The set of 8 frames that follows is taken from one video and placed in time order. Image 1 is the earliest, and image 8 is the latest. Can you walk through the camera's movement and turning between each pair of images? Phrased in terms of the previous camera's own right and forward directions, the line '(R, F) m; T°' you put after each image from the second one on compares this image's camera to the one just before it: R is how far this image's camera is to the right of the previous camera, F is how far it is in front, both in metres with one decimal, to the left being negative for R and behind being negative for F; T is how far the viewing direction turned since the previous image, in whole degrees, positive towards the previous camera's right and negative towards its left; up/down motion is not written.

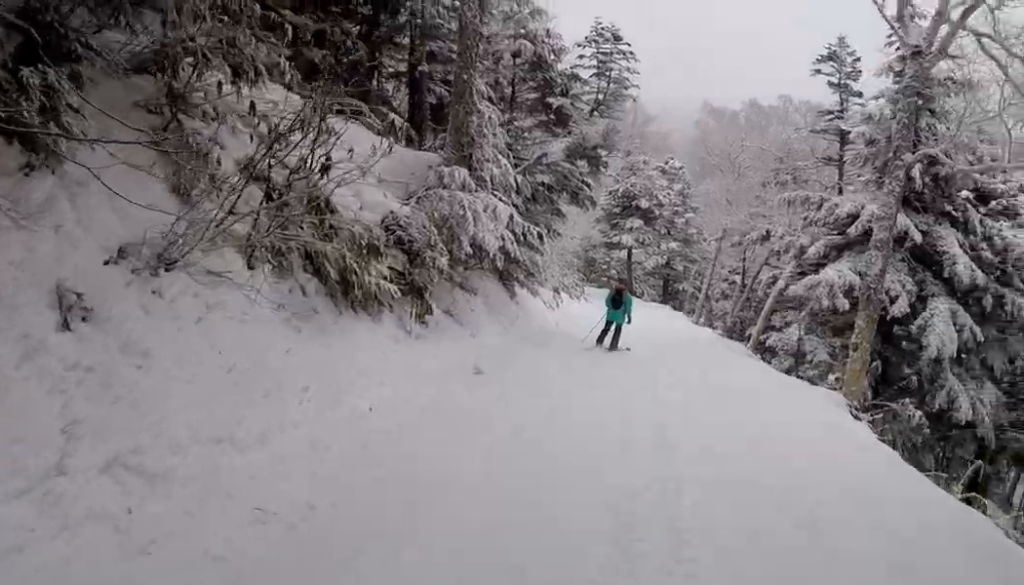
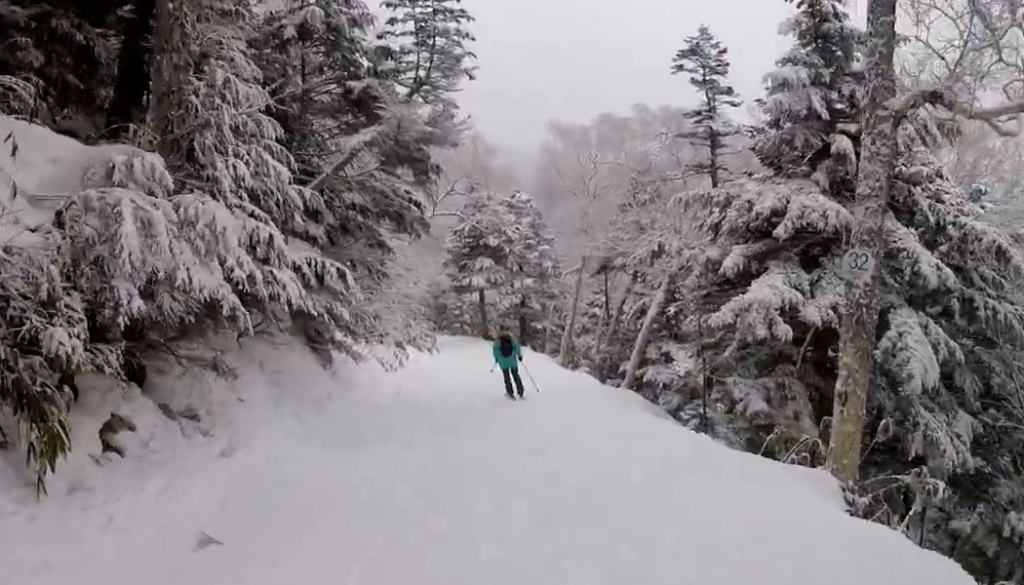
(+1.8, +5.2) m; +7°
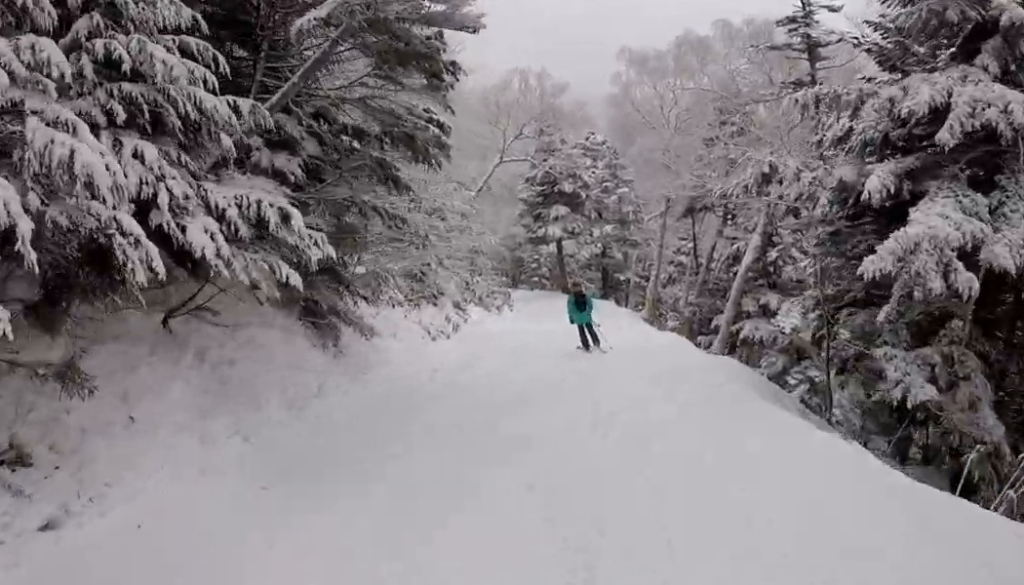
(+0.3, +3.6) m; +1°
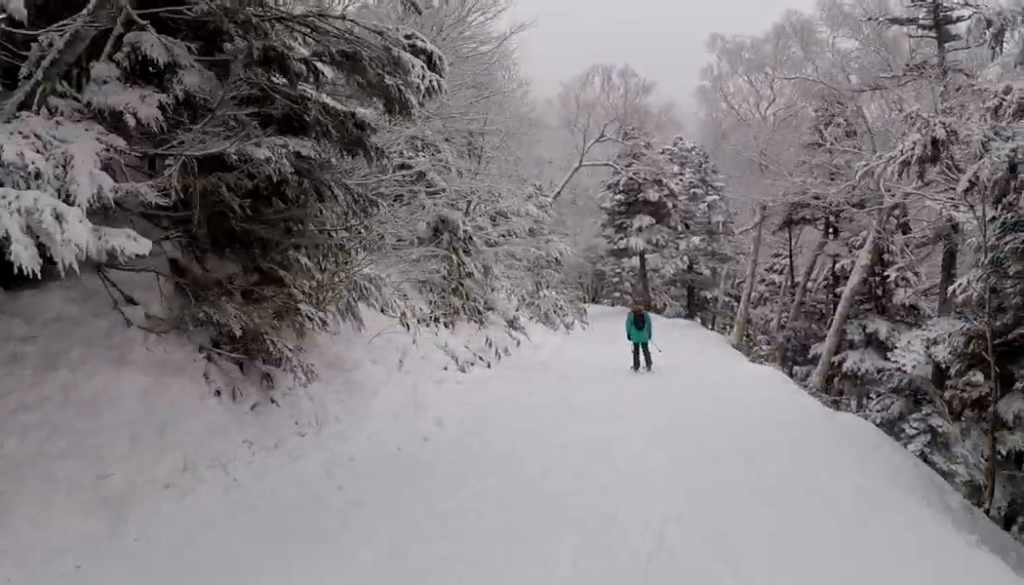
(-0.8, +3.9) m; -3°
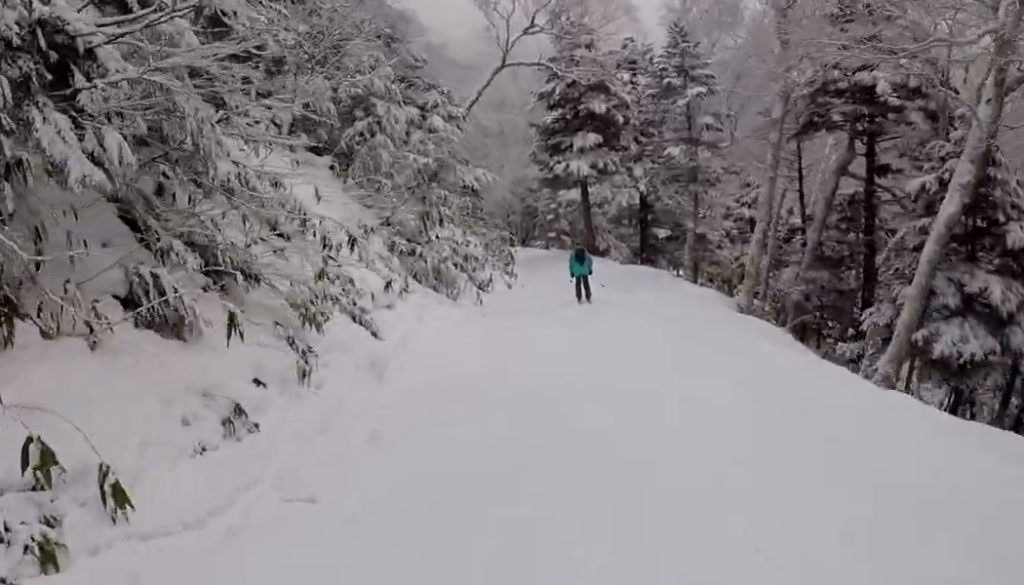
(-0.2, +12.7) m; -6°
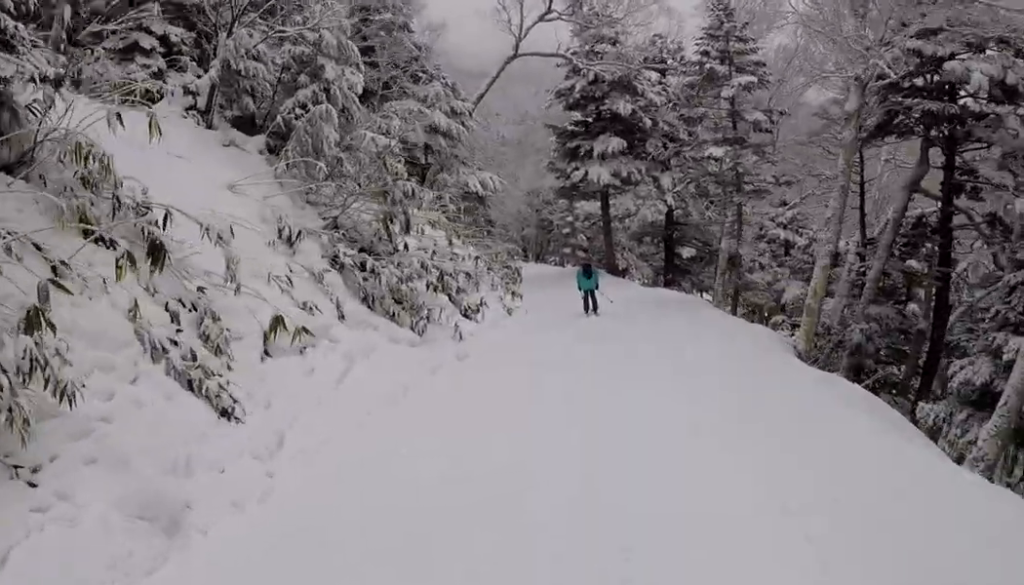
(-0.3, +4.4) m; -3°
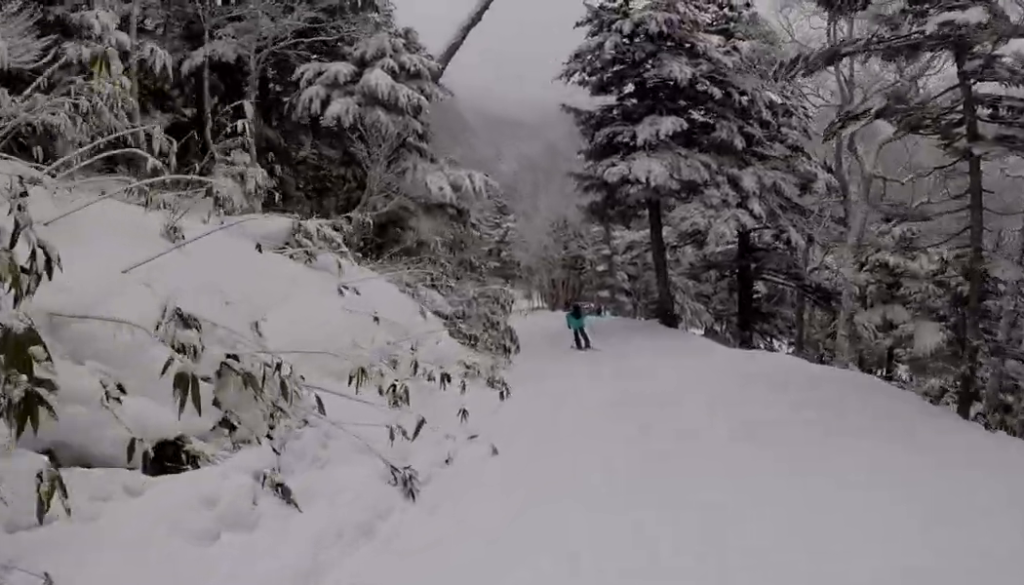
(0.0, +12.6) m; 0°
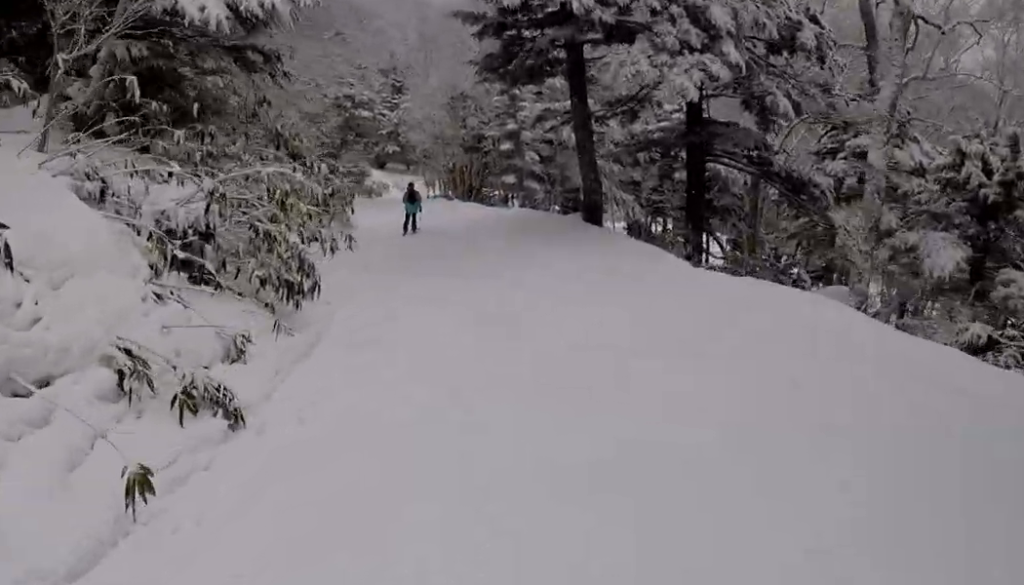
(+0.2, +7.3) m; -3°
